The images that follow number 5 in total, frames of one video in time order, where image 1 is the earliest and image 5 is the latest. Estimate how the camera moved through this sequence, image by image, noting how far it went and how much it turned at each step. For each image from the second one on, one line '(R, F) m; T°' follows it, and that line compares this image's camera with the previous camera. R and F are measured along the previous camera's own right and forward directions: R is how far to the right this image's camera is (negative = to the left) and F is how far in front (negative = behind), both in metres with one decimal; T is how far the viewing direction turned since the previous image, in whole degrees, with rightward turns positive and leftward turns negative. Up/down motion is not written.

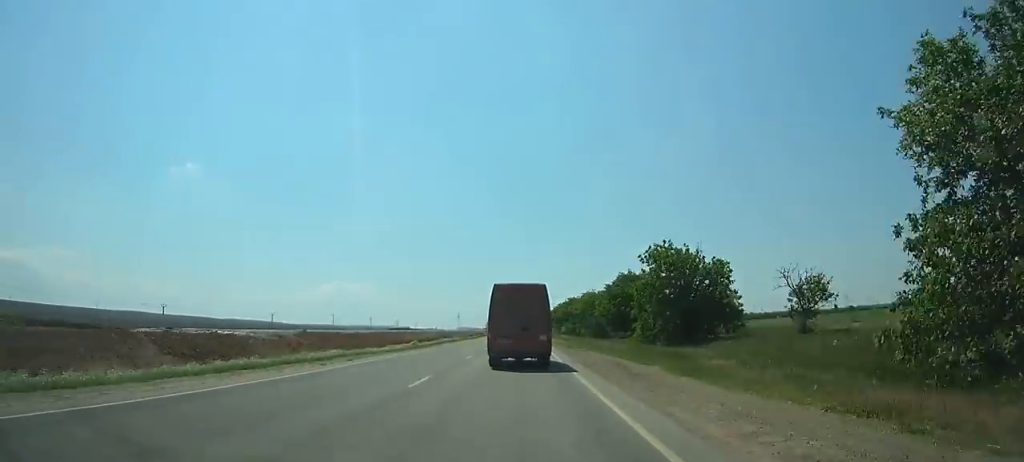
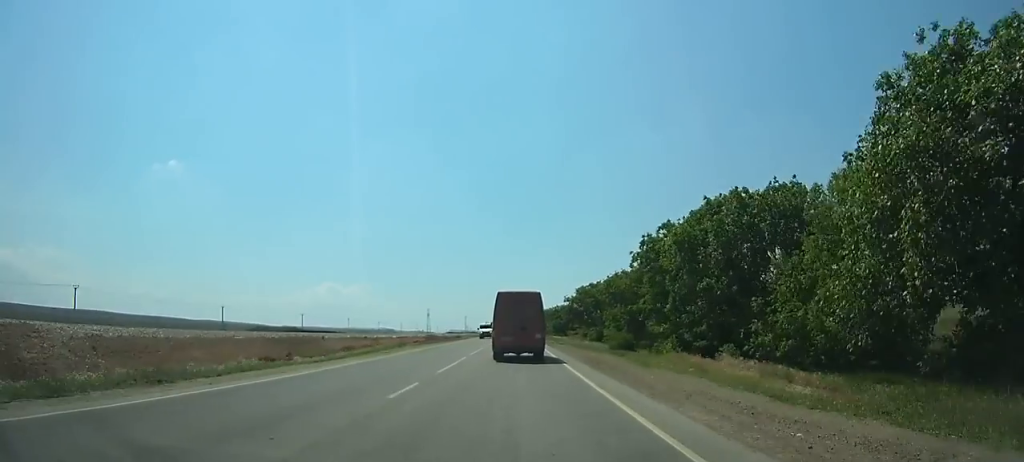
(-0.1, +133.8) m; 0°
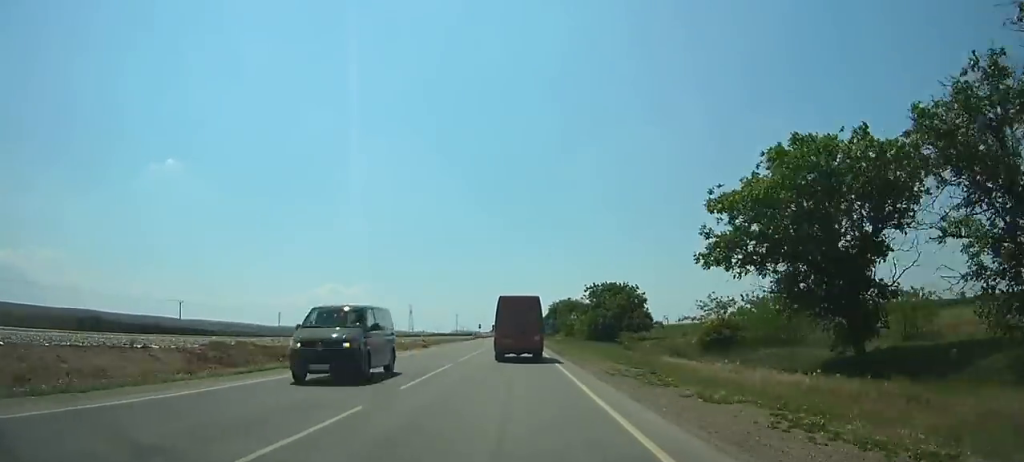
(+0.1, +74.7) m; 0°
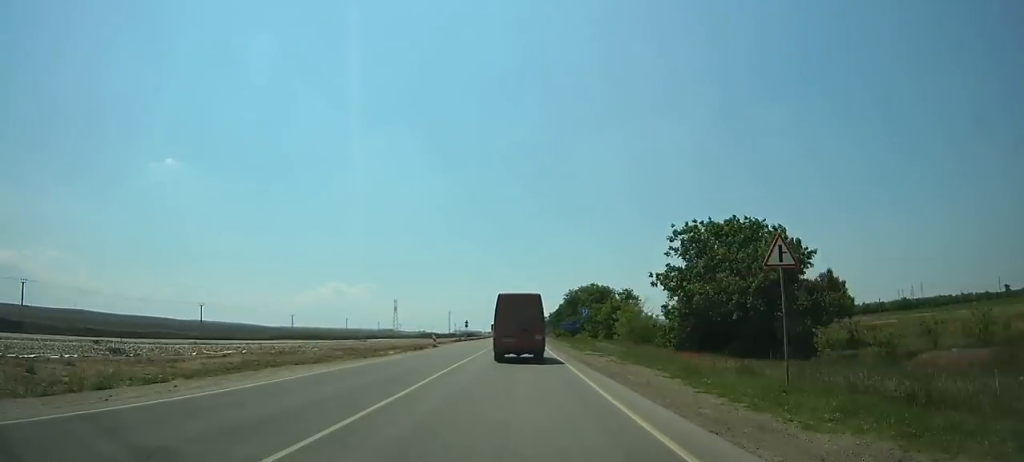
(-0.1, +46.5) m; 0°
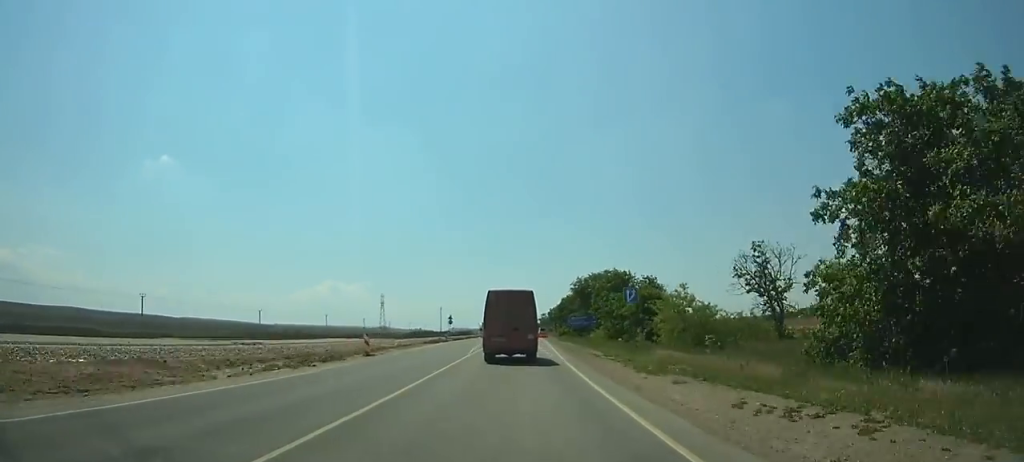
(-0.1, +21.7) m; 0°
